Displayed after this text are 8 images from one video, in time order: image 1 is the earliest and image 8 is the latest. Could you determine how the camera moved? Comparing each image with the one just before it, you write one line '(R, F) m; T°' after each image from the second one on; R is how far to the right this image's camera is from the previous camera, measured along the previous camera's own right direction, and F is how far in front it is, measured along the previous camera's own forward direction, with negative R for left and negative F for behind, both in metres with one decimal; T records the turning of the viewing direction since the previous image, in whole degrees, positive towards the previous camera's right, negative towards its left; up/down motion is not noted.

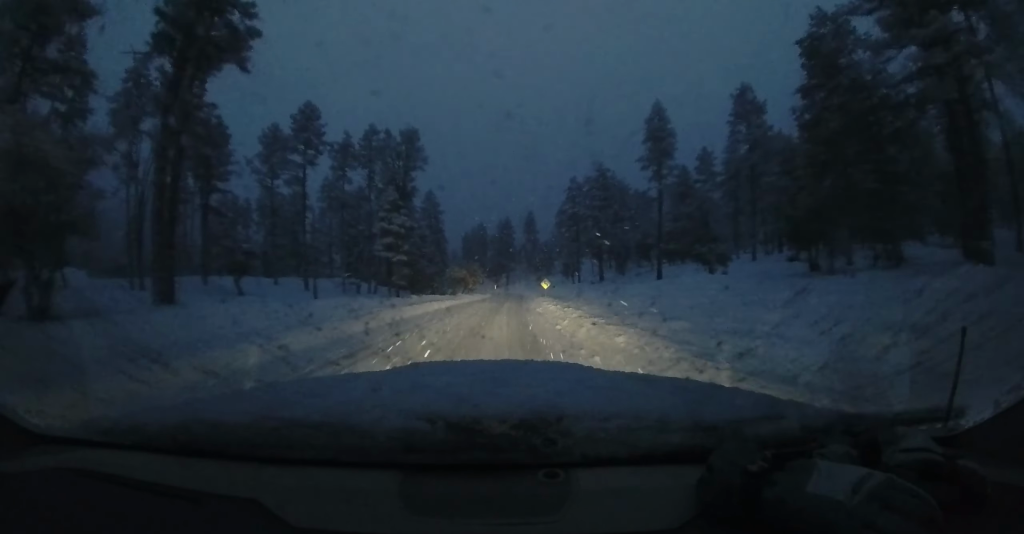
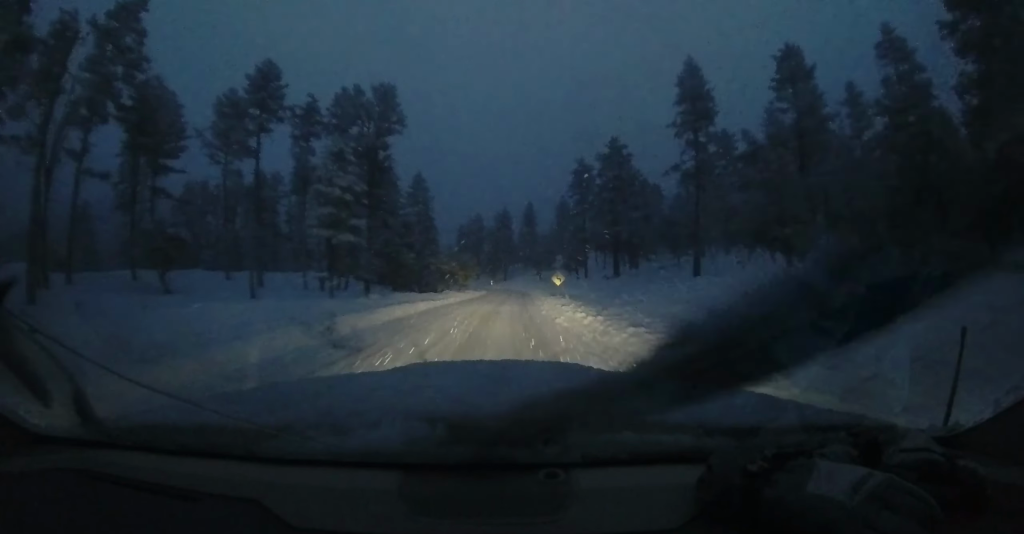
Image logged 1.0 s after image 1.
(0.0, +8.6) m; 0°
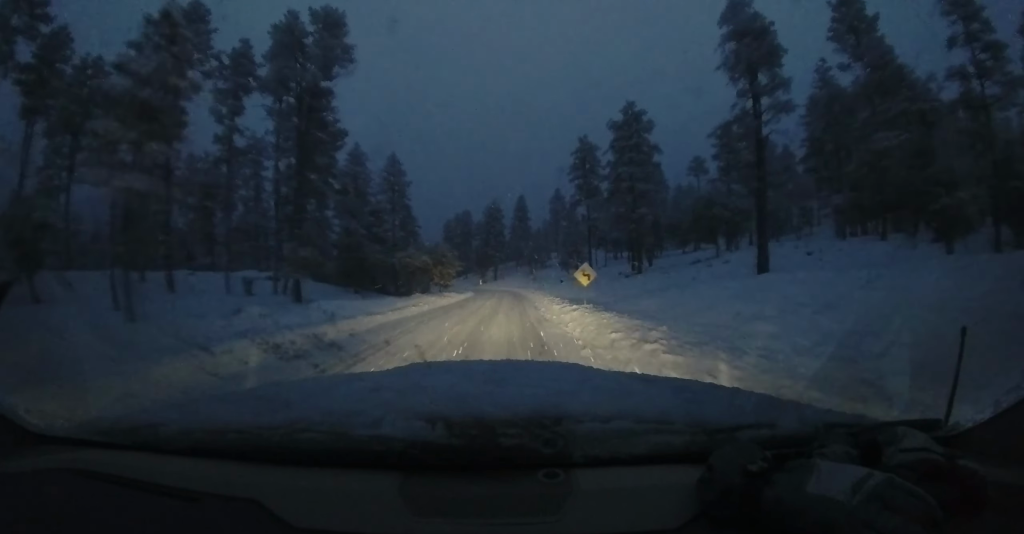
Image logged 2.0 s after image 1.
(0.0, +10.0) m; 0°
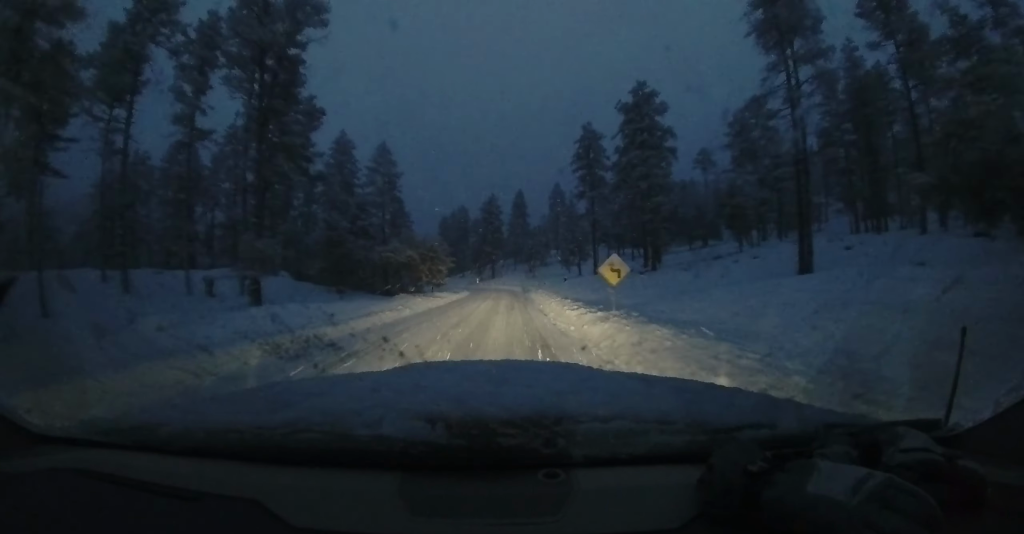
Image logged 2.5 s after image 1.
(0.0, +3.9) m; +1°
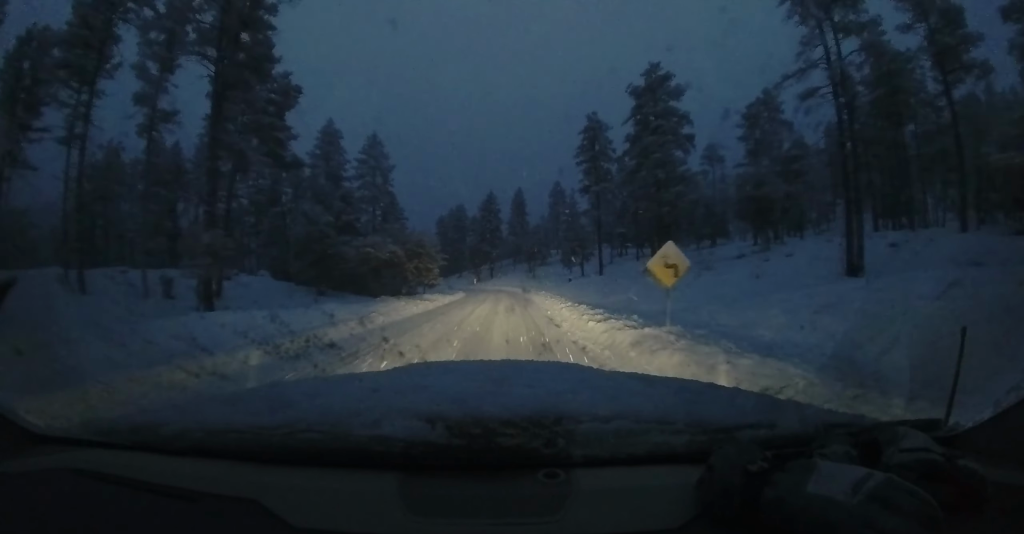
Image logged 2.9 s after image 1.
(-0.1, +3.7) m; +1°
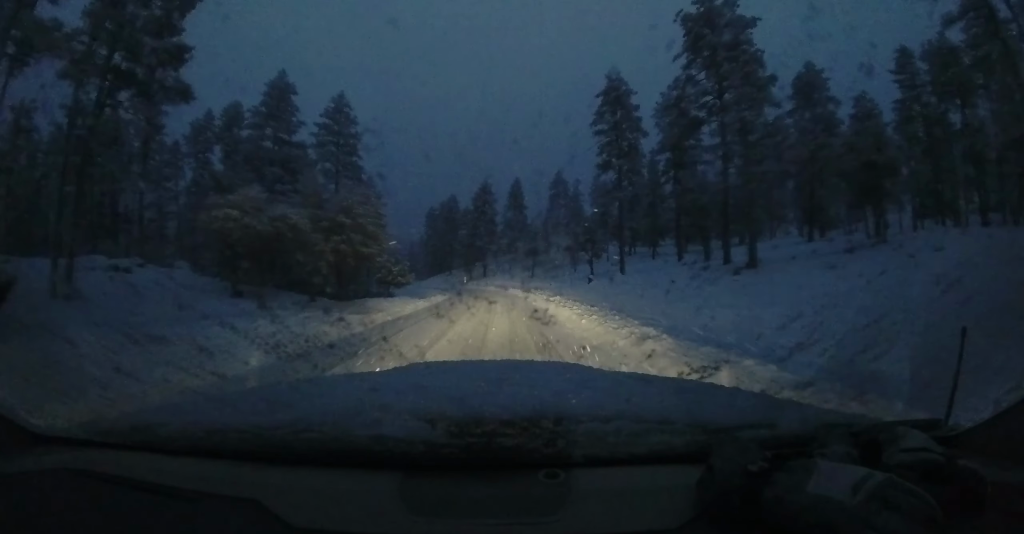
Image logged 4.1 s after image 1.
(+0.4, +11.0) m; +1°
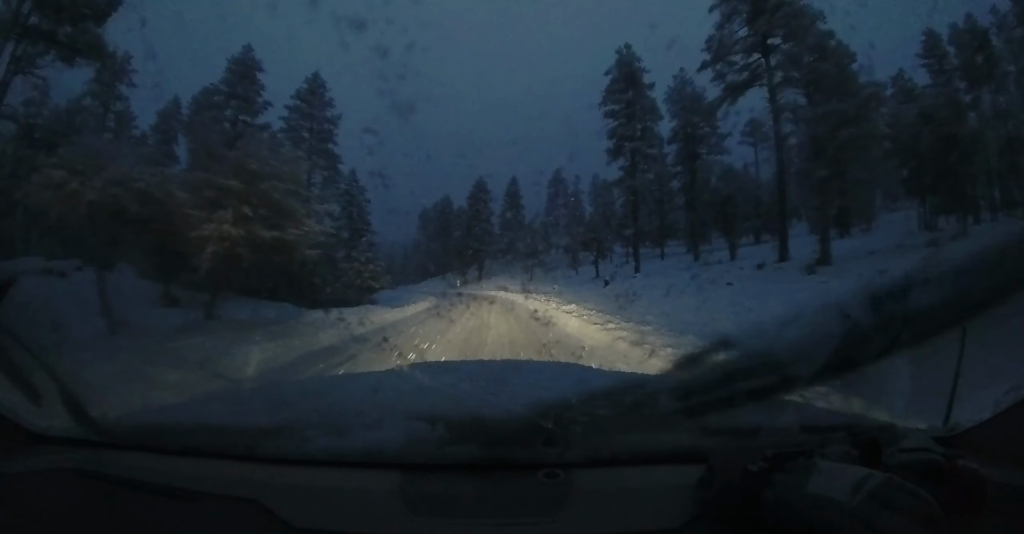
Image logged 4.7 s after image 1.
(-0.3, +5.3) m; 0°
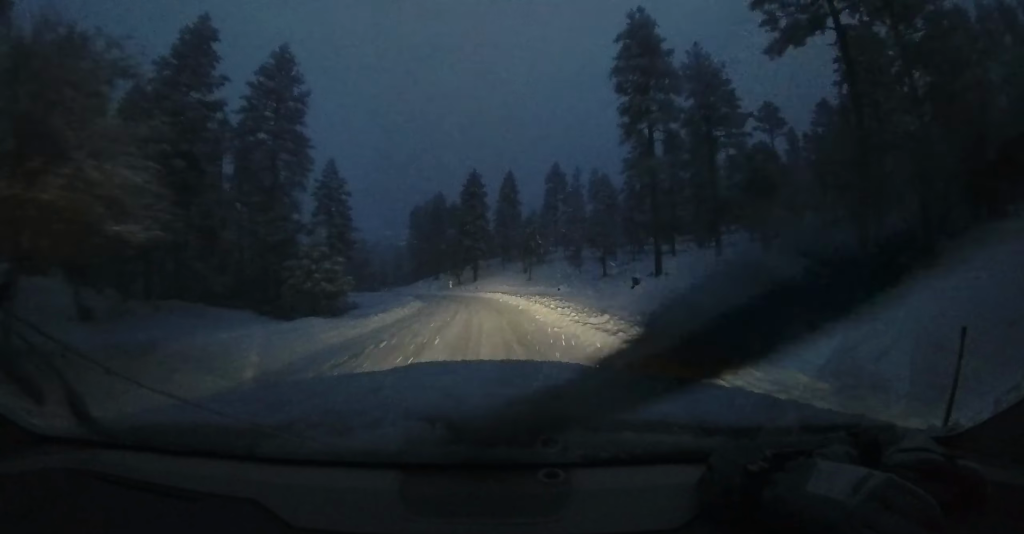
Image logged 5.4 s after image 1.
(0.0, +5.5) m; 0°
